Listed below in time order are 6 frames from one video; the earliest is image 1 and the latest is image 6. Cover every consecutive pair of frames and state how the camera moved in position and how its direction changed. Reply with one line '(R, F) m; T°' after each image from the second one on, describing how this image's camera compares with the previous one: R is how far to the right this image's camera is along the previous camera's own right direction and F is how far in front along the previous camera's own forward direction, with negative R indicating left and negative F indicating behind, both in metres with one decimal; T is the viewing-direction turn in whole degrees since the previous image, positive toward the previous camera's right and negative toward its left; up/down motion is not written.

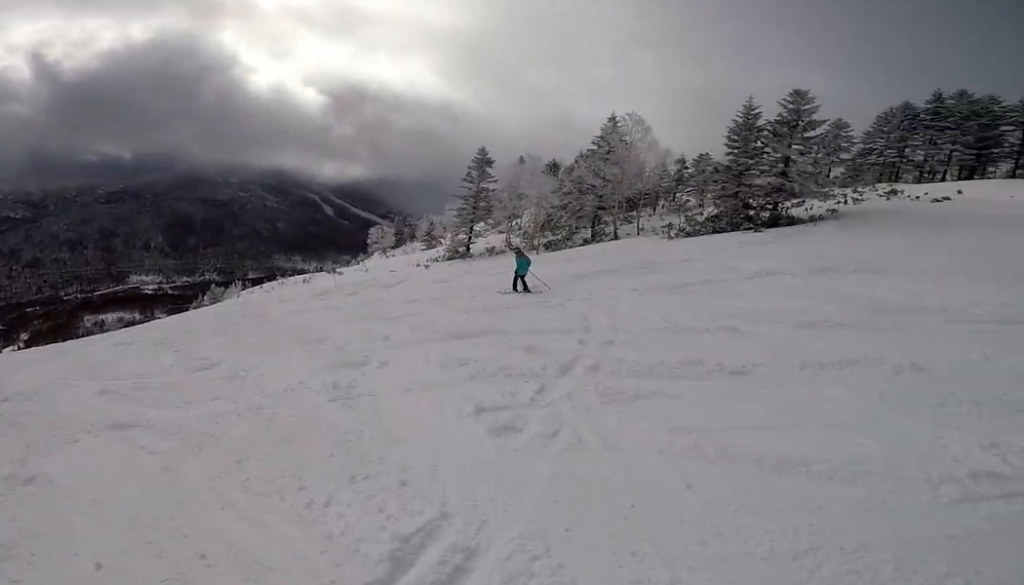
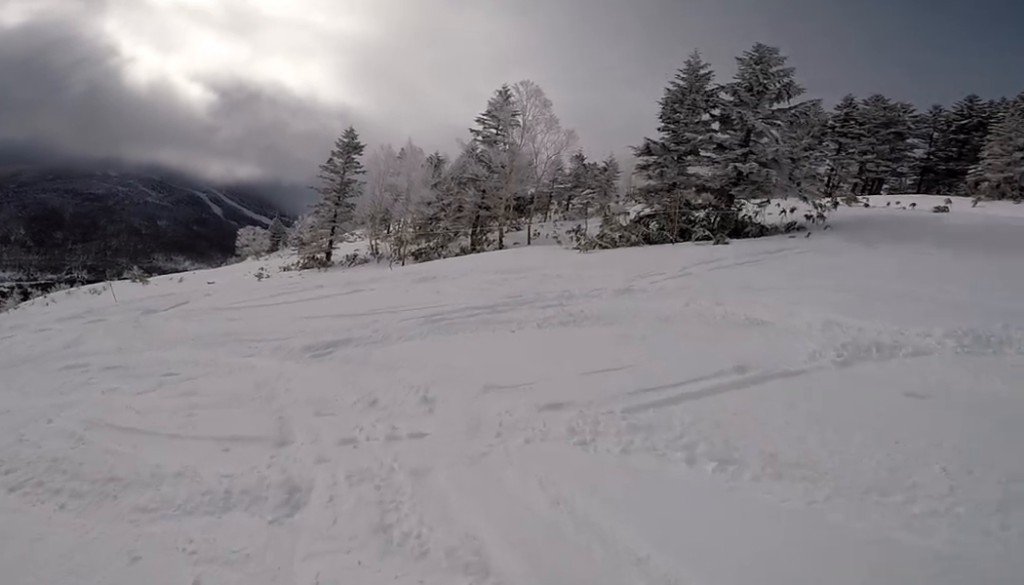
(+0.2, +8.6) m; -15°
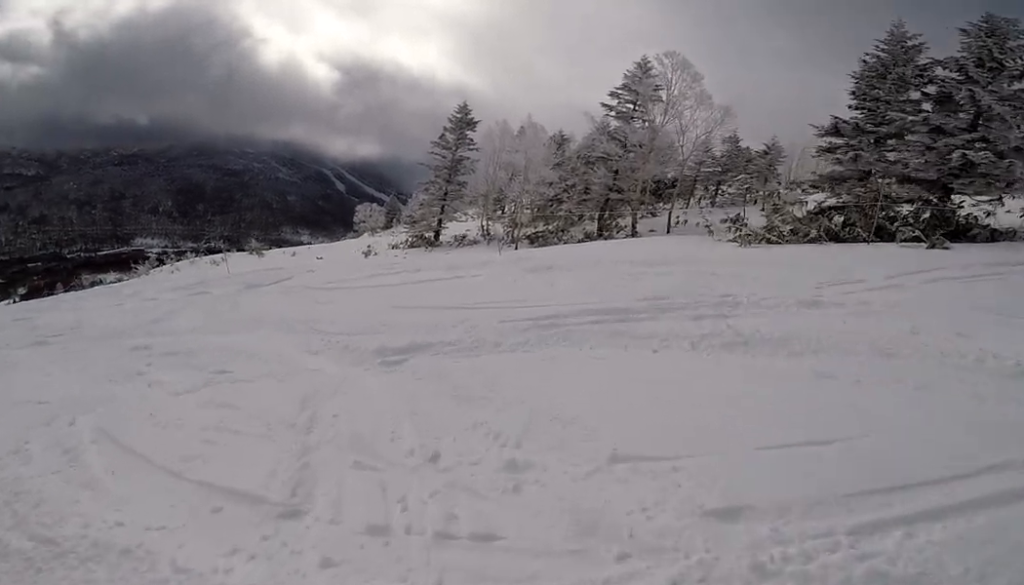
(-0.2, +1.1) m; -12°
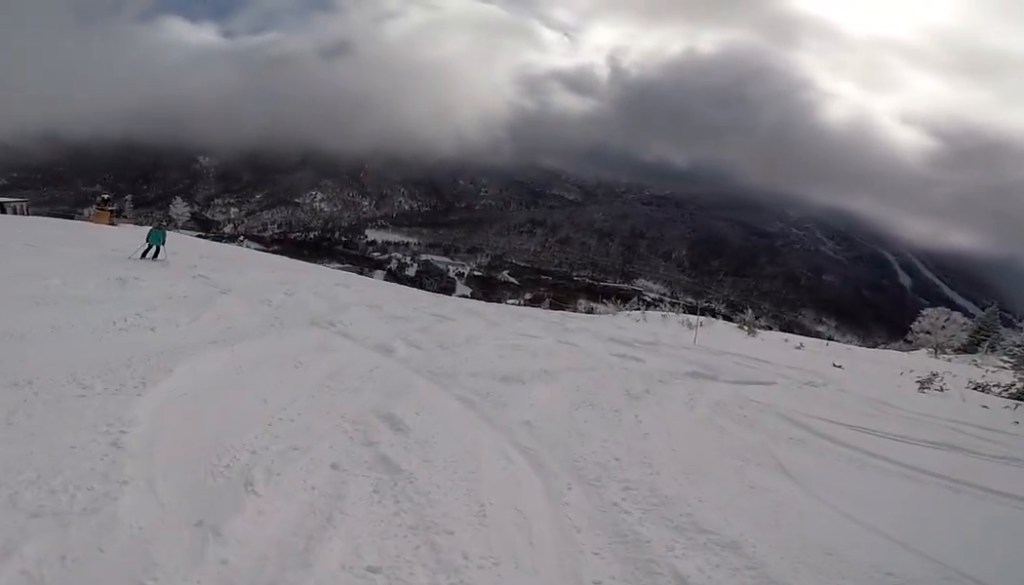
(-1.2, +3.6) m; -36°
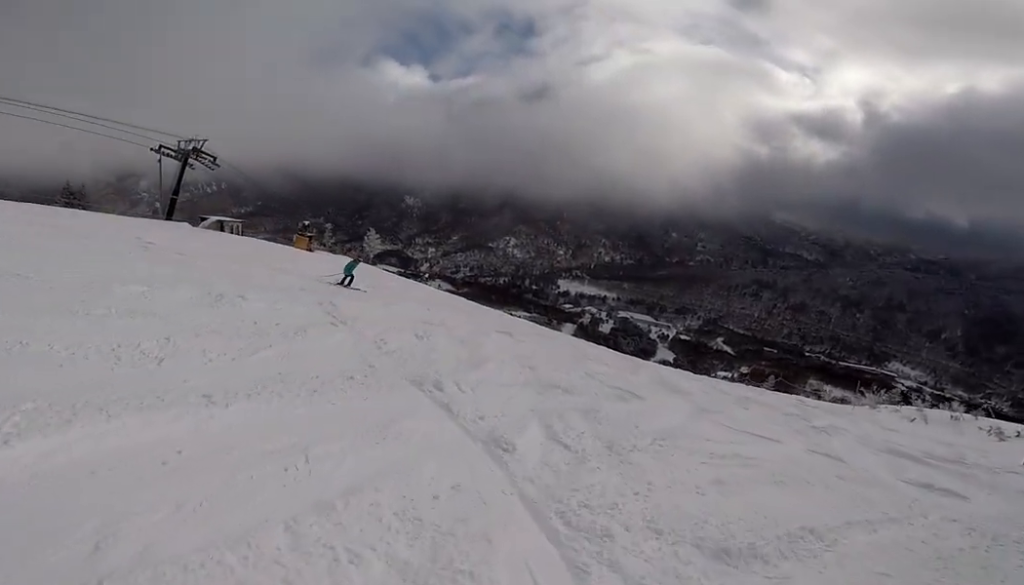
(-0.4, +2.3) m; -14°
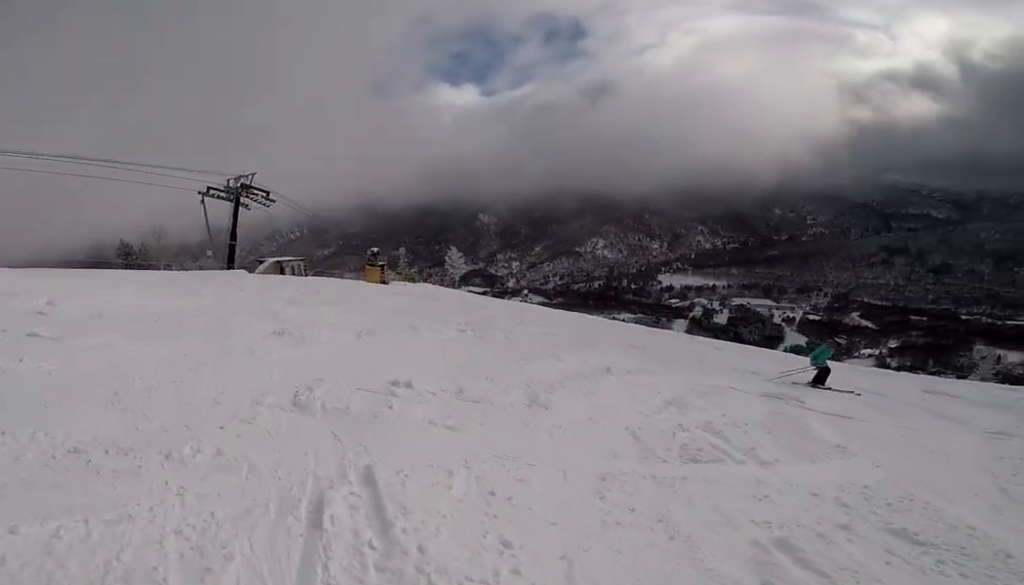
(-1.5, +7.5) m; -9°
